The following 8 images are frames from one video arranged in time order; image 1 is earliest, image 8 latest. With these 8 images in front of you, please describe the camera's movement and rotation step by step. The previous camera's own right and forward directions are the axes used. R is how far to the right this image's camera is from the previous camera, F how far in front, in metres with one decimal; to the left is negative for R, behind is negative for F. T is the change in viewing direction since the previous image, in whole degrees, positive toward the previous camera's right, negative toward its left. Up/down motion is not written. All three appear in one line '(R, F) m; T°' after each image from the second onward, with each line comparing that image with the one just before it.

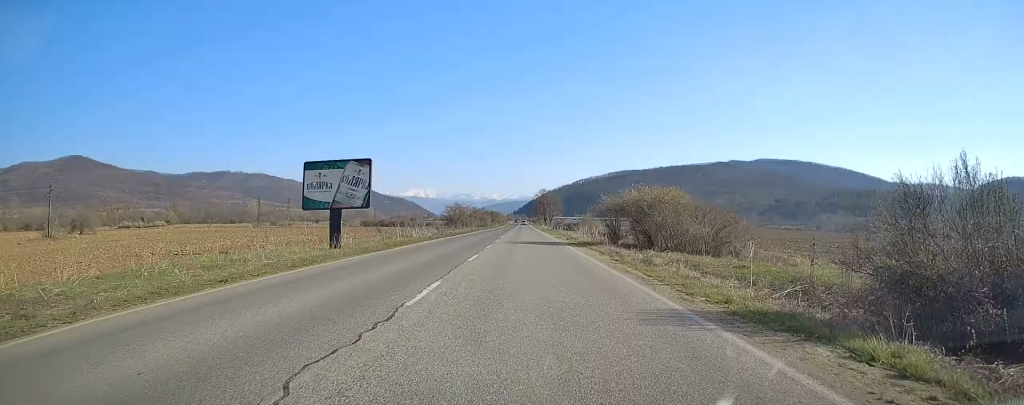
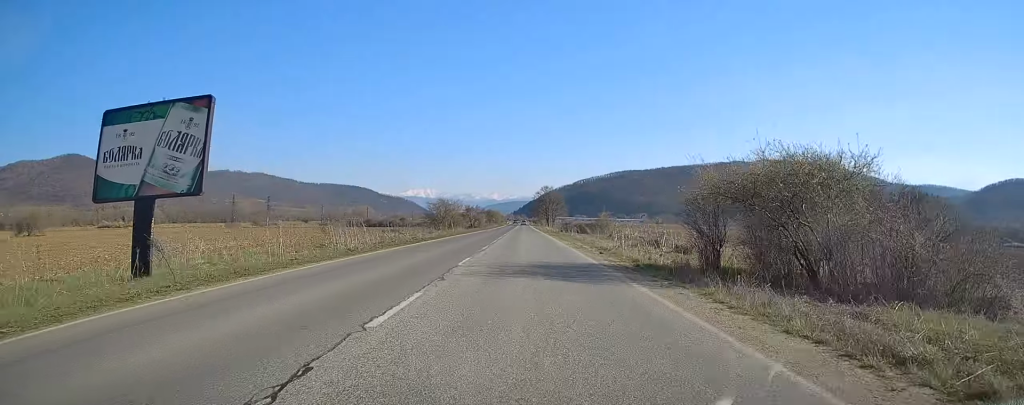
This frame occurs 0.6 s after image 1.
(0.0, +19.7) m; 0°
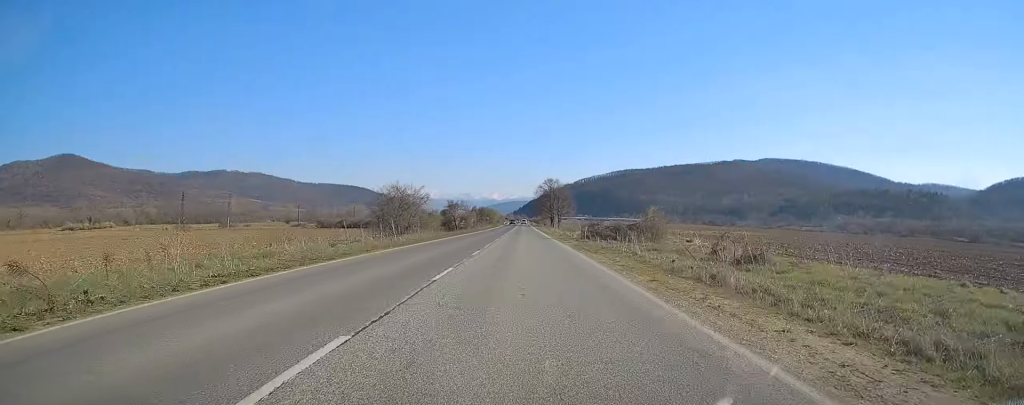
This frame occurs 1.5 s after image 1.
(0.0, +30.8) m; 0°
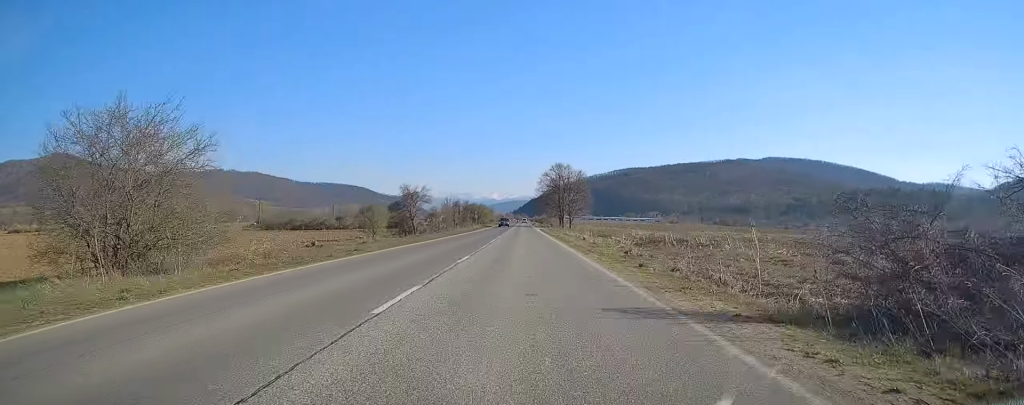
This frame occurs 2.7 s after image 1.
(0.0, +39.9) m; 0°
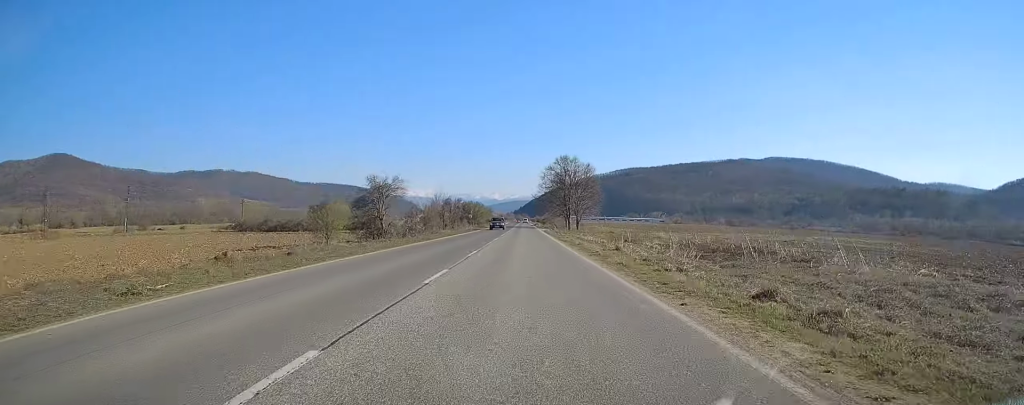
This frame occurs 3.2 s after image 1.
(0.0, +14.5) m; 0°
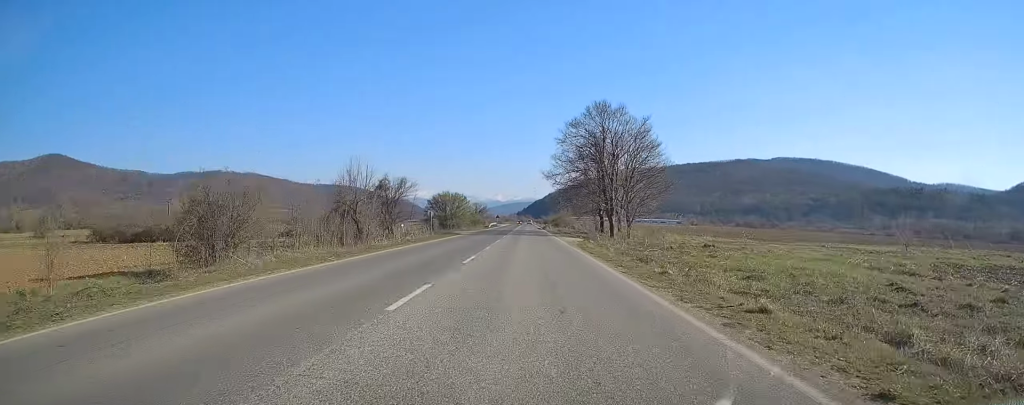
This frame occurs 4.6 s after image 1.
(-0.1, +48.3) m; 0°
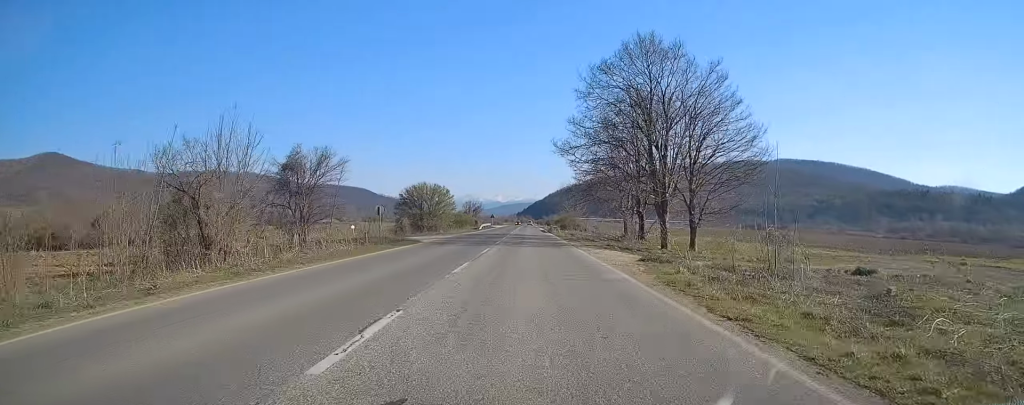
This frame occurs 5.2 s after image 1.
(-0.1, +21.3) m; 0°
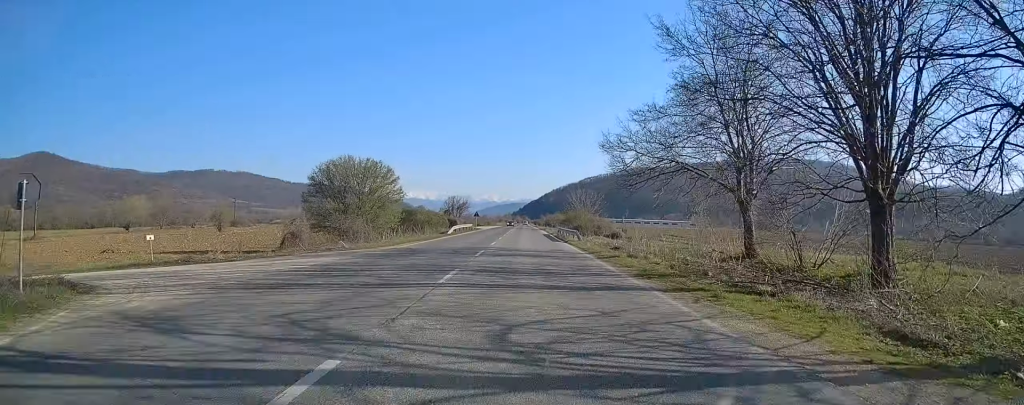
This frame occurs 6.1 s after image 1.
(-0.1, +29.1) m; 0°
